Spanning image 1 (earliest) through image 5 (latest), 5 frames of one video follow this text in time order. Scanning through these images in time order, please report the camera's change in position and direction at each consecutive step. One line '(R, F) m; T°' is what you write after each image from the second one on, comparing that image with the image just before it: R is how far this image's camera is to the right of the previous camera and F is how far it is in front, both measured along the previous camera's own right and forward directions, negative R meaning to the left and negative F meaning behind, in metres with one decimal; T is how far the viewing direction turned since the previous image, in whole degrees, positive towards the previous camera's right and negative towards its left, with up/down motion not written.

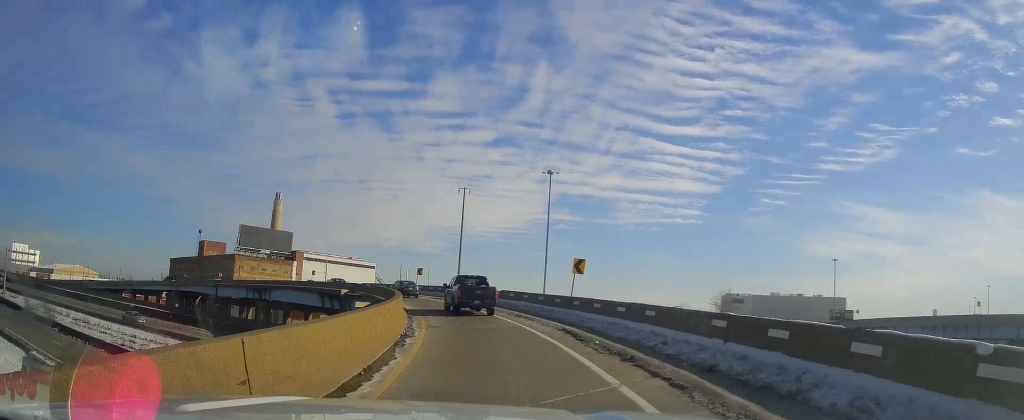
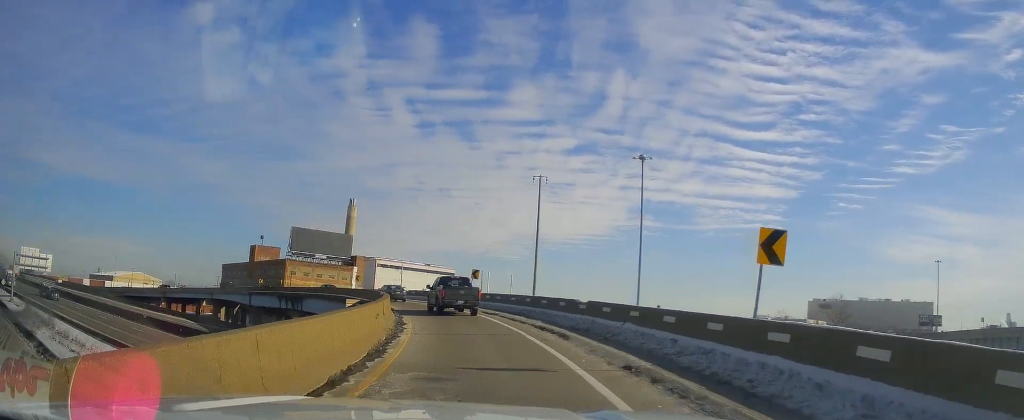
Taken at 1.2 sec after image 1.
(-1.3, +16.9) m; -8°
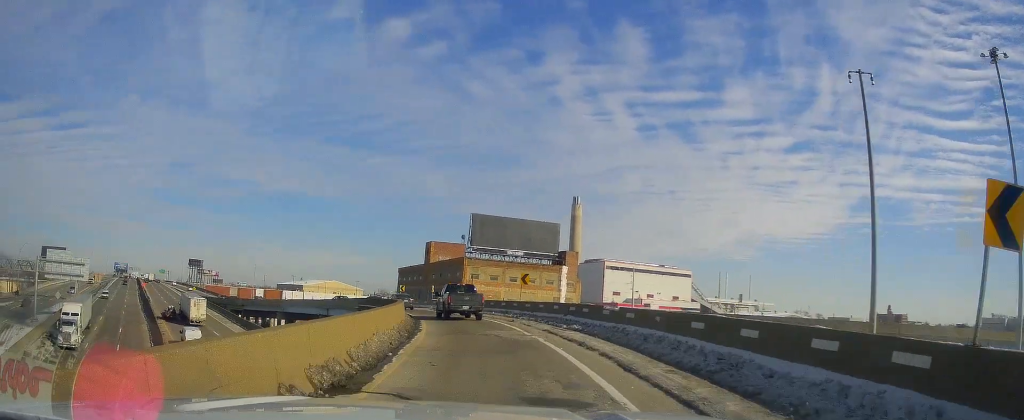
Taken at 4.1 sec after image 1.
(-6.5, +39.2) m; -21°
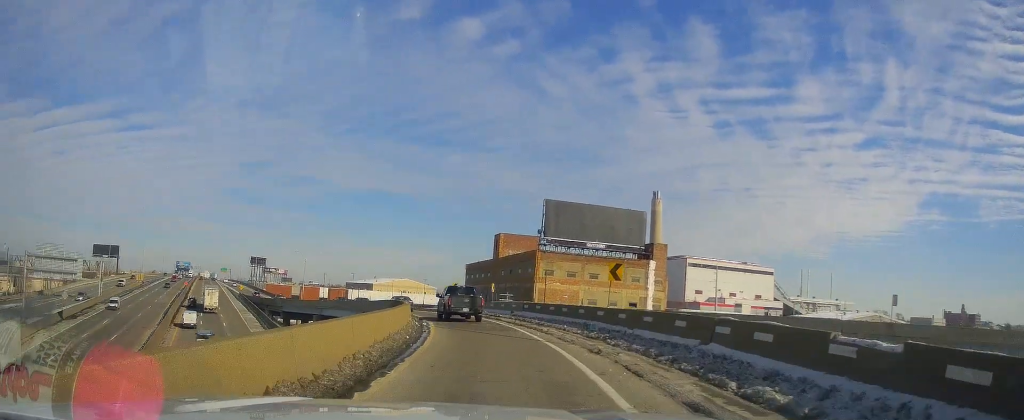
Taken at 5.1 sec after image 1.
(-1.5, +15.1) m; -8°
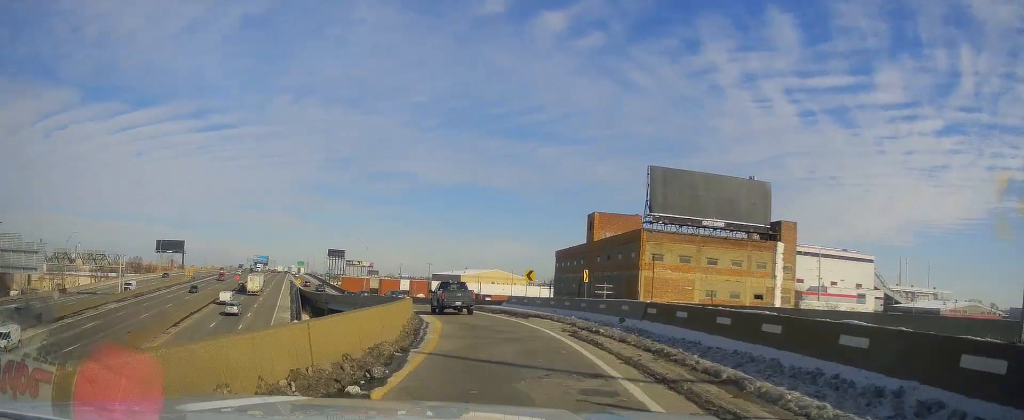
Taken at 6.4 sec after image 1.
(-1.7, +20.2) m; -10°
